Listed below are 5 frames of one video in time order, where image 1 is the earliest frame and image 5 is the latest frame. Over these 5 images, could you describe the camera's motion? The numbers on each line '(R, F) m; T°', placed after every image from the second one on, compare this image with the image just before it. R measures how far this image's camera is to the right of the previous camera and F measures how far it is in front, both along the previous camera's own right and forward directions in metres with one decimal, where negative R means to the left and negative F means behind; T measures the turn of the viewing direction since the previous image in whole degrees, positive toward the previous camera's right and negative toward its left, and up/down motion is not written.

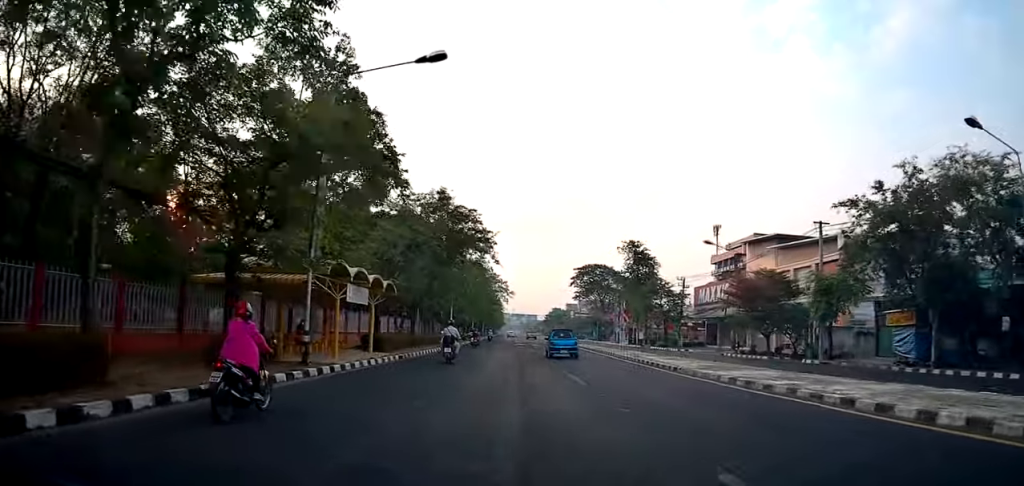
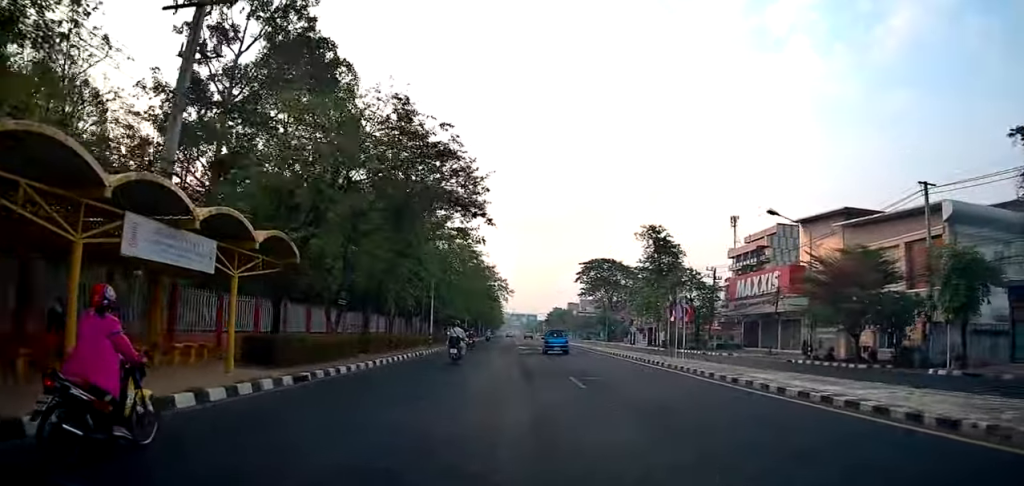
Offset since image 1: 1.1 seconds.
(-0.4, +12.2) m; -3°
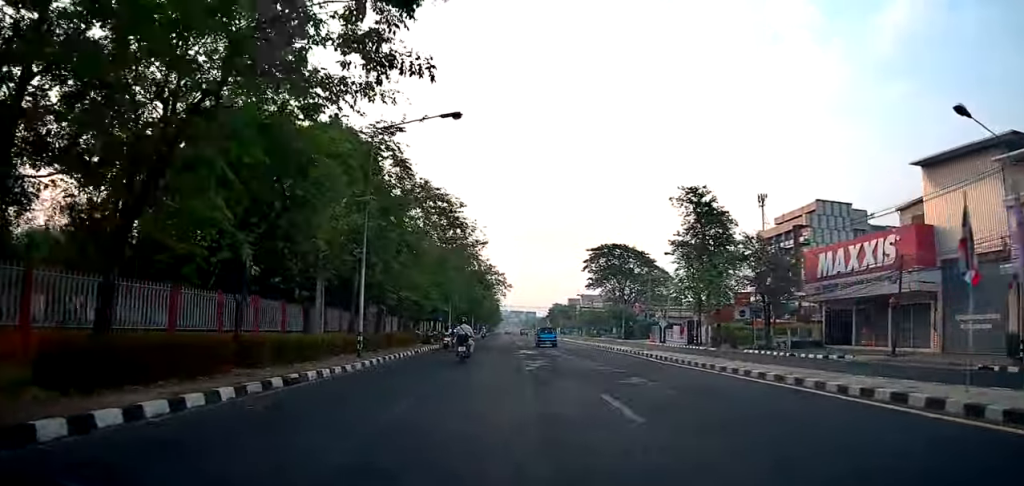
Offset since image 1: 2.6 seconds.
(+0.1, +17.3) m; +1°
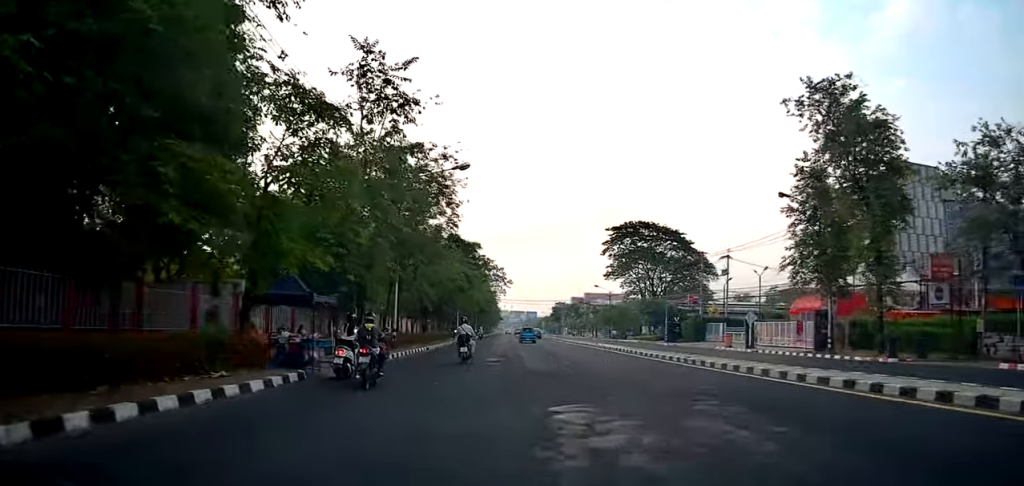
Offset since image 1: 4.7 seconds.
(+0.3, +24.8) m; +1°
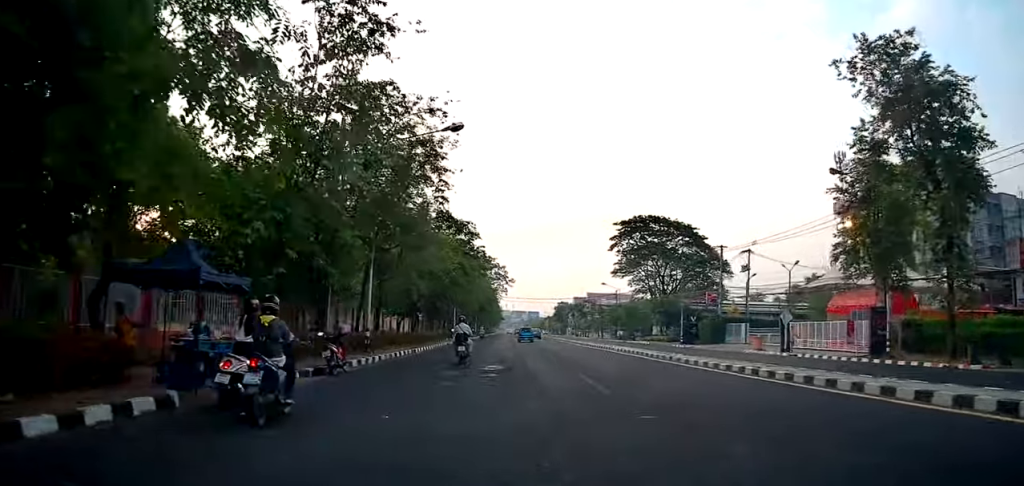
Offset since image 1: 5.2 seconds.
(0.0, +5.6) m; 0°
